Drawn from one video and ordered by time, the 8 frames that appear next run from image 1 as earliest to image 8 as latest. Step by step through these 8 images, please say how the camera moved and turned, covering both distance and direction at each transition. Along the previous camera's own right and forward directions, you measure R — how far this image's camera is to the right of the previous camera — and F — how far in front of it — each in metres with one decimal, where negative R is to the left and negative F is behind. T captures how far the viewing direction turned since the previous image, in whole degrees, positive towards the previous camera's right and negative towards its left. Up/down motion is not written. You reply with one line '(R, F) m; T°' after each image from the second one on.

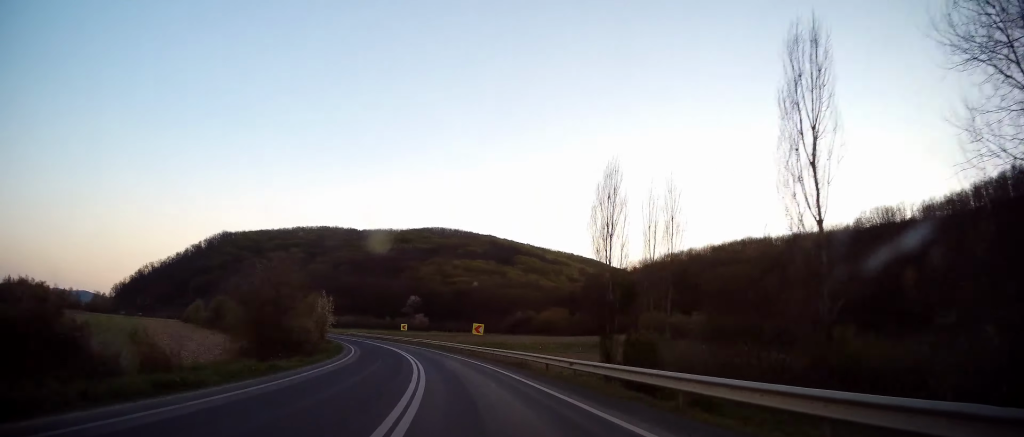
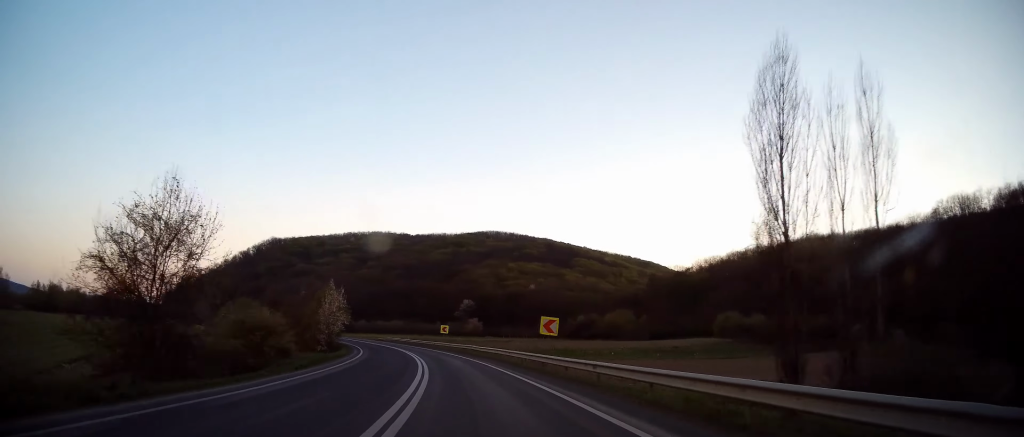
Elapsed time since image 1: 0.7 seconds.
(-0.8, +17.5) m; -5°
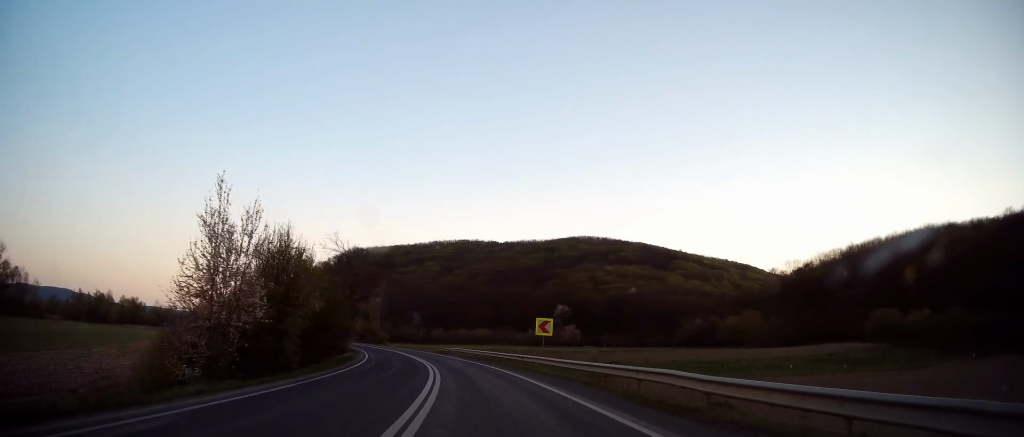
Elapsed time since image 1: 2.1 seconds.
(-2.7, +33.0) m; -10°
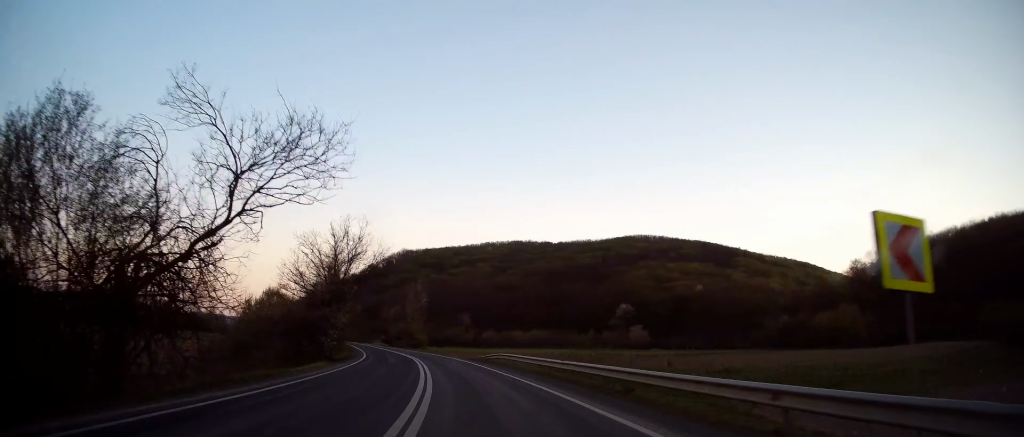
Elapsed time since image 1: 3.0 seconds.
(-1.4, +22.1) m; -7°
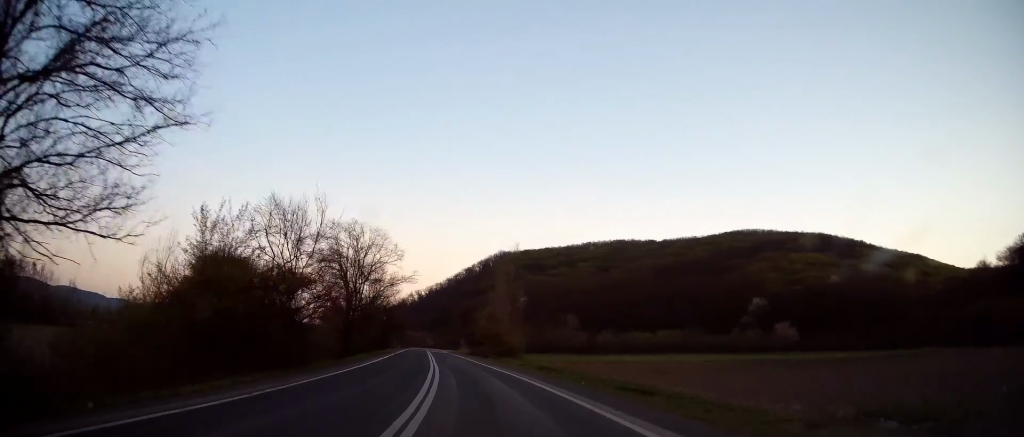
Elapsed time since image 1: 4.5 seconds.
(-3.2, +37.6) m; -10°
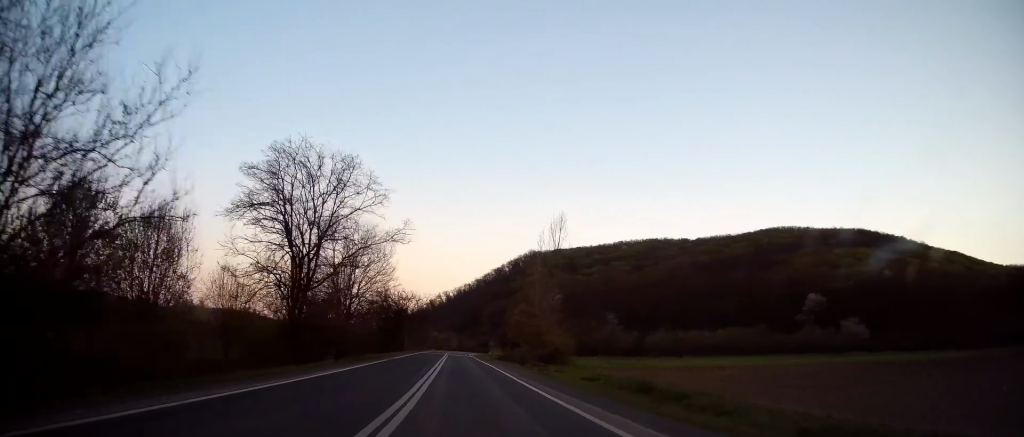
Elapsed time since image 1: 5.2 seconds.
(-0.8, +18.8) m; -5°
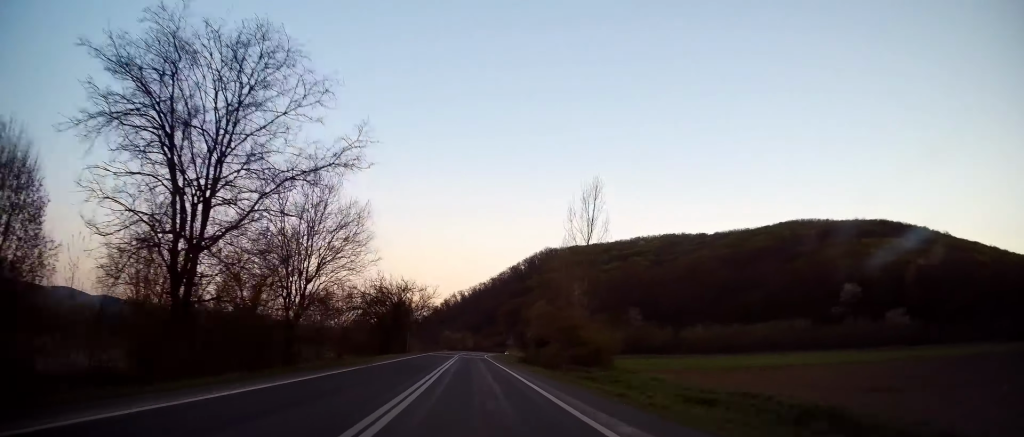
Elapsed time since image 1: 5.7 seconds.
(-0.5, +12.1) m; -2°
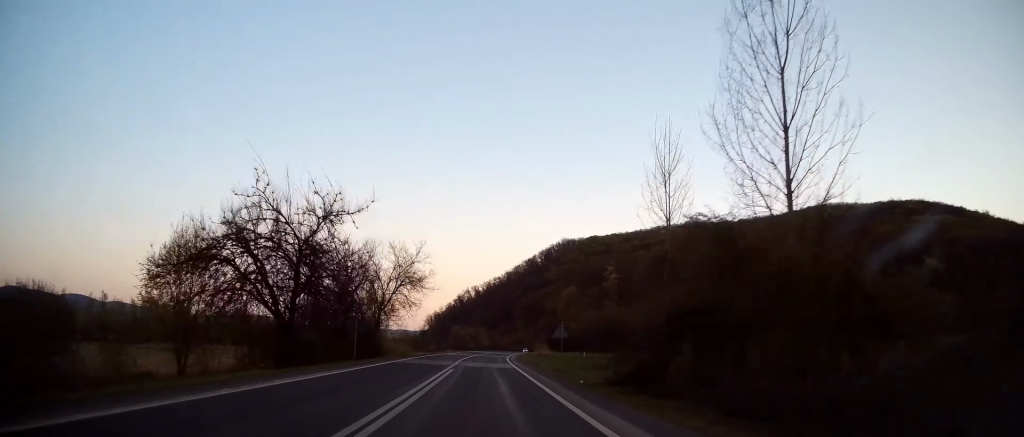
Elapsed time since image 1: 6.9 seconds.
(-1.4, +31.5) m; -3°
